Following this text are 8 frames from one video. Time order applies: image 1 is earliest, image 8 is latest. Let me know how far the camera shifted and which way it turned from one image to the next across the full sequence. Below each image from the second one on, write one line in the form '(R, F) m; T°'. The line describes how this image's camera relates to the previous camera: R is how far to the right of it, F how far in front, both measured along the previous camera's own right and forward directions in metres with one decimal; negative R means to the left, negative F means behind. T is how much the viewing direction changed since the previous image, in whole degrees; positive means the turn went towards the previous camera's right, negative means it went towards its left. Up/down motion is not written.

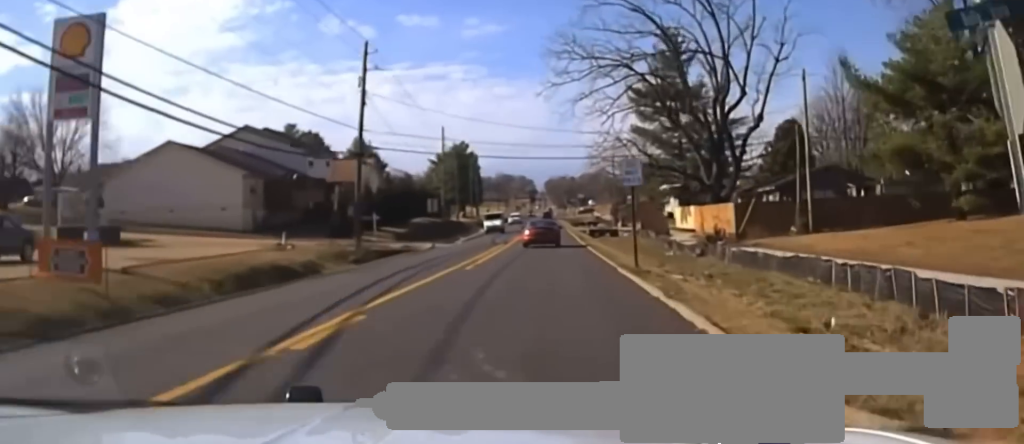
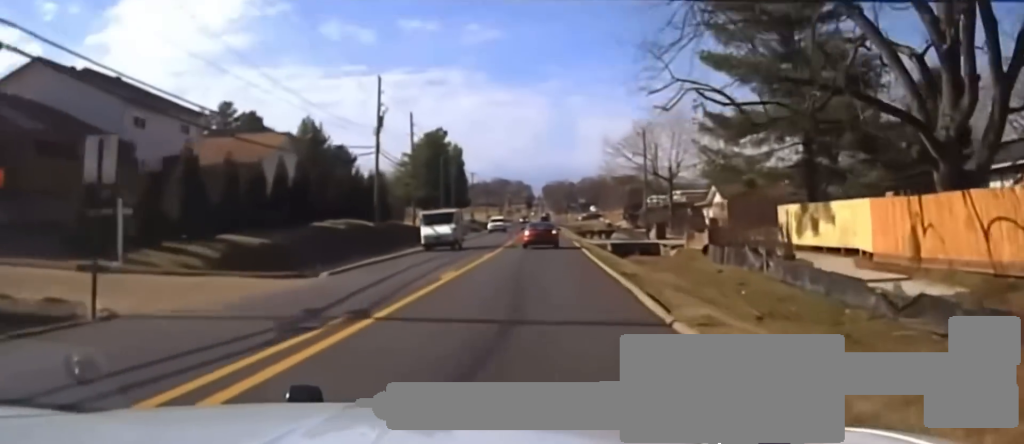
(+0.1, +37.2) m; -1°
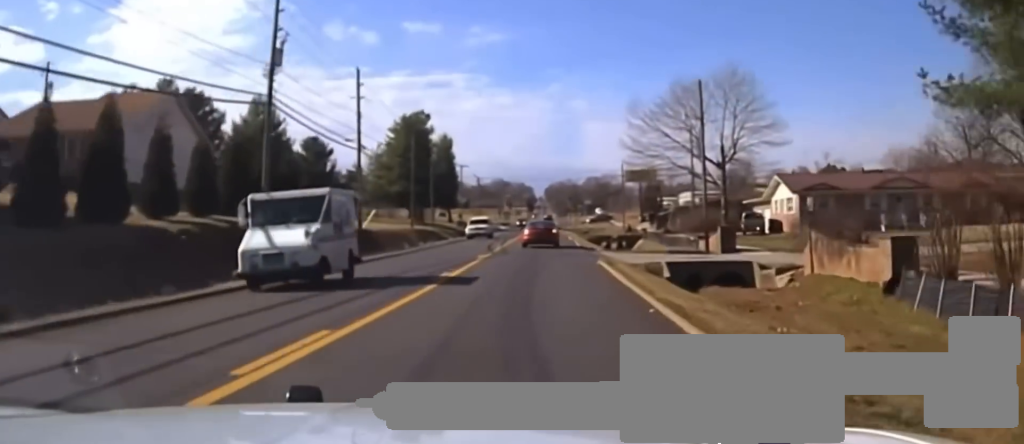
(-0.3, +25.7) m; 0°
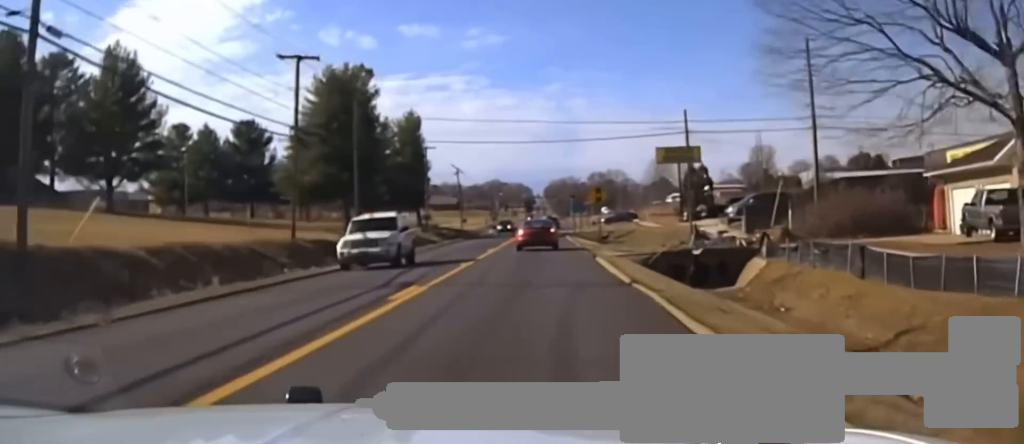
(+0.2, +42.1) m; 0°
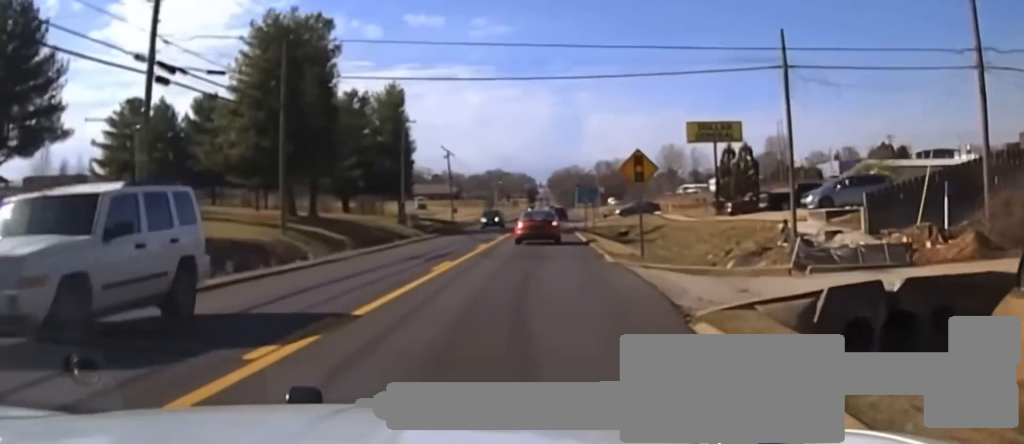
(0.0, +20.4) m; 0°
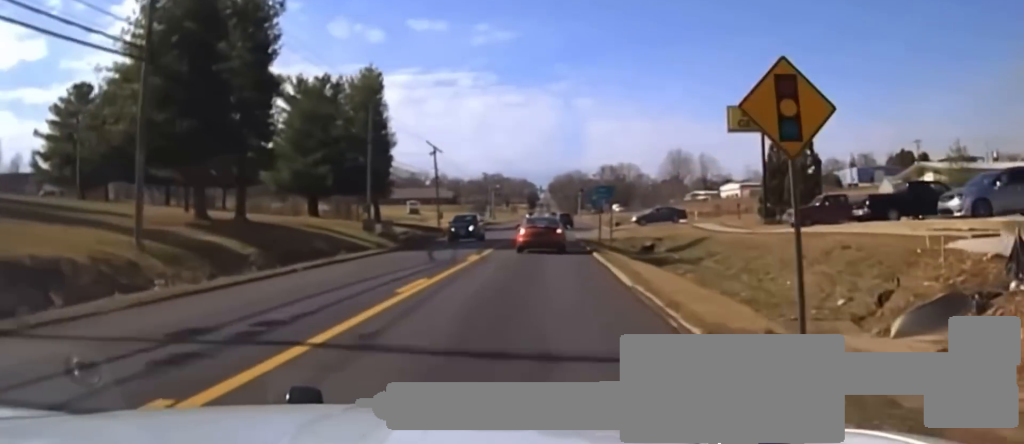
(-0.2, +19.2) m; 0°
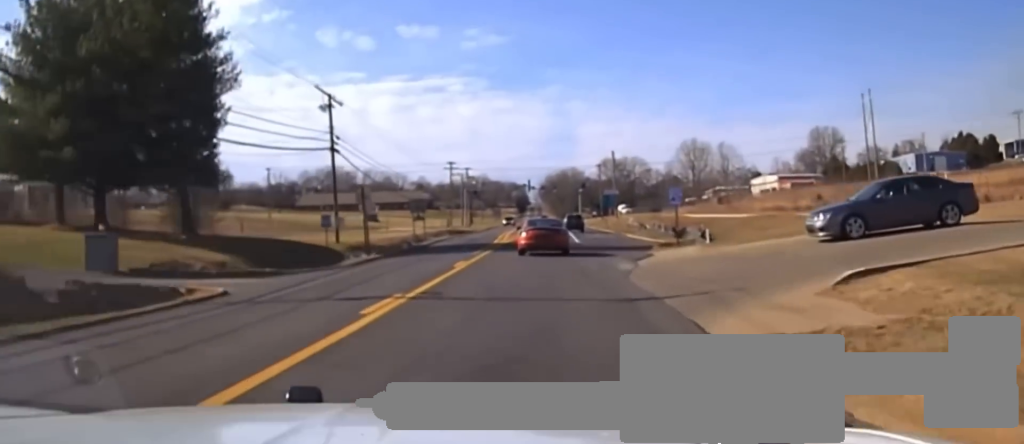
(+0.3, +55.3) m; 0°
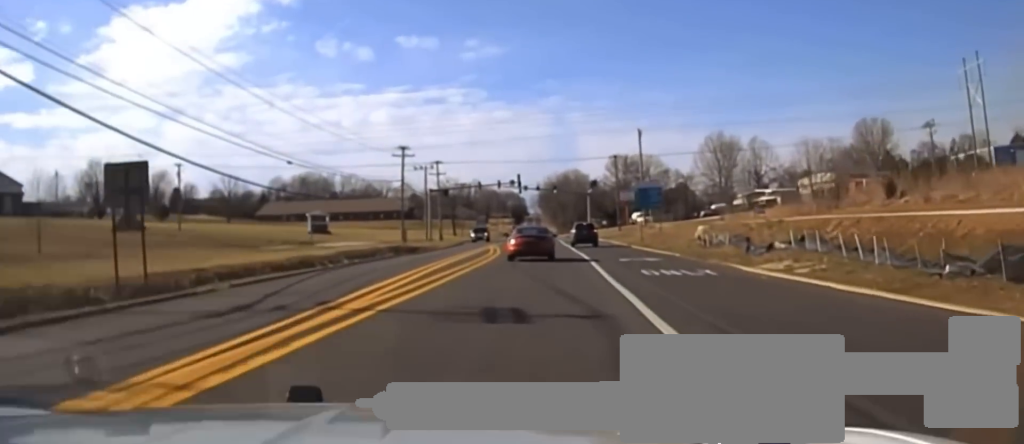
(+0.2, +40.8) m; +1°
